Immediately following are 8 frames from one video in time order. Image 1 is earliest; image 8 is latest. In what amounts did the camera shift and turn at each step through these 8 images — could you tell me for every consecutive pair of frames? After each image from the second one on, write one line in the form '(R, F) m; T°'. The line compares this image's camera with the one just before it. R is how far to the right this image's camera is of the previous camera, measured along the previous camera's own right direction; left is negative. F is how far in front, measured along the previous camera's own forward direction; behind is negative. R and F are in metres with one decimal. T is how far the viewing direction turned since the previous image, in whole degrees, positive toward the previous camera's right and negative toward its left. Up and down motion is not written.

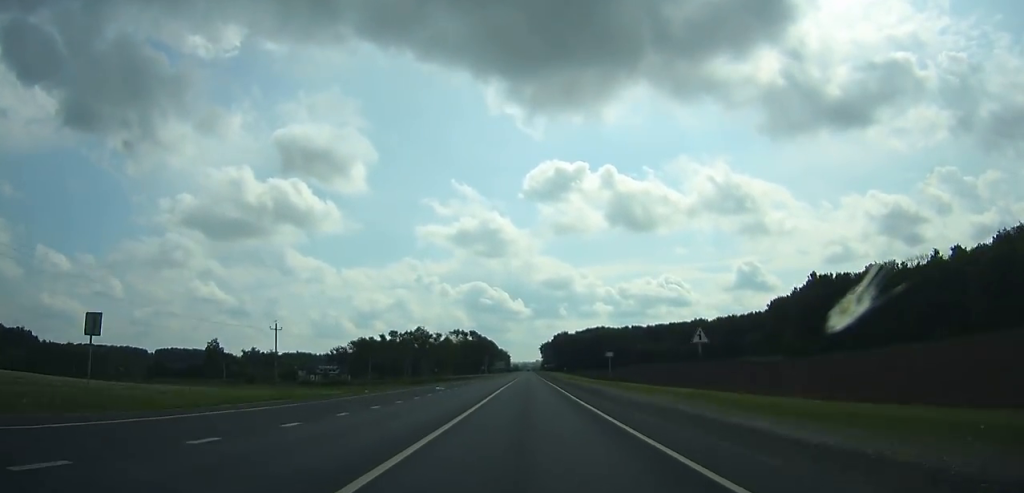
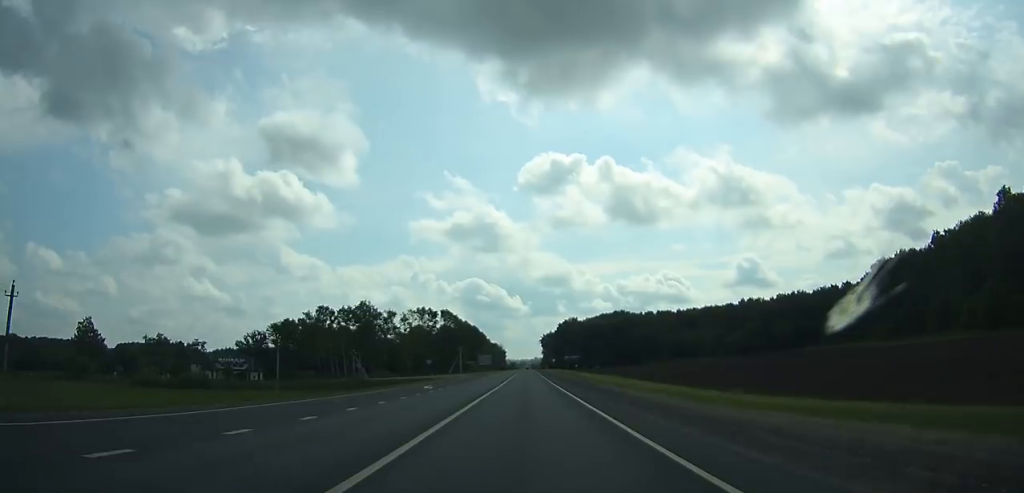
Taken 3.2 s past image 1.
(+0.1, +87.3) m; 0°
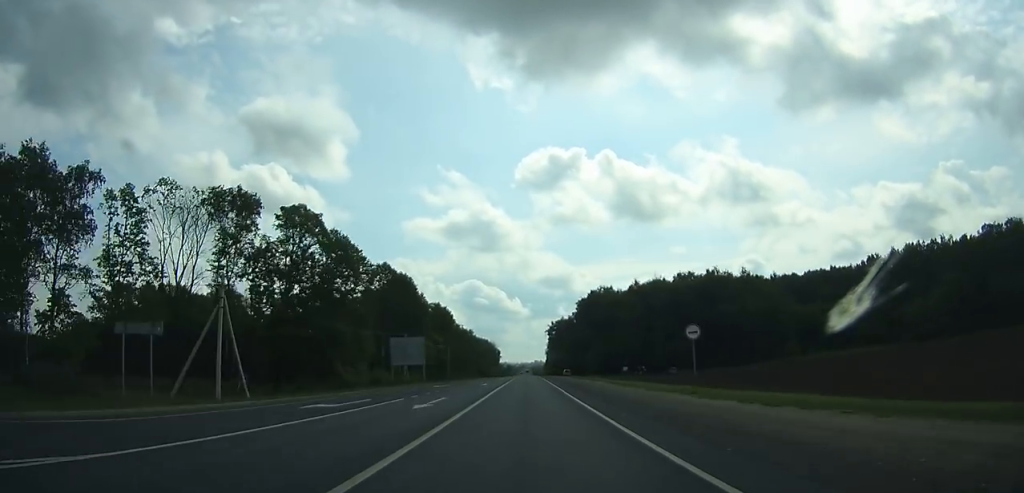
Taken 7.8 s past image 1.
(-0.3, +126.3) m; 0°
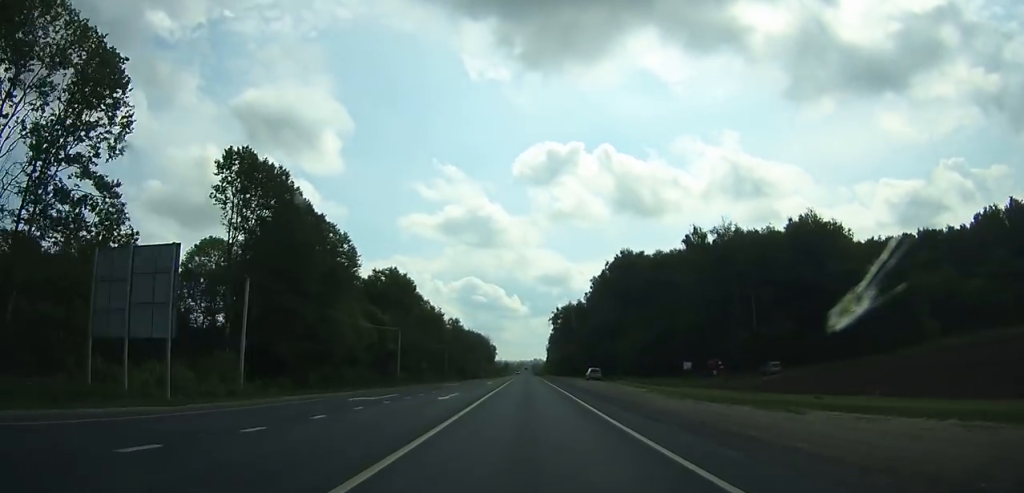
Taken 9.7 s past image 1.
(0.0, +55.0) m; 0°
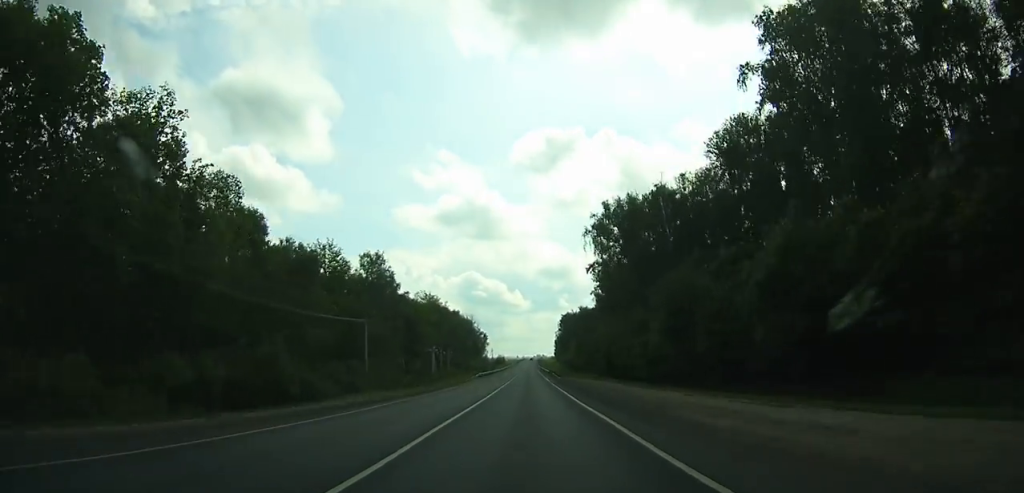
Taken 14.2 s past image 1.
(-0.1, +134.4) m; 0°
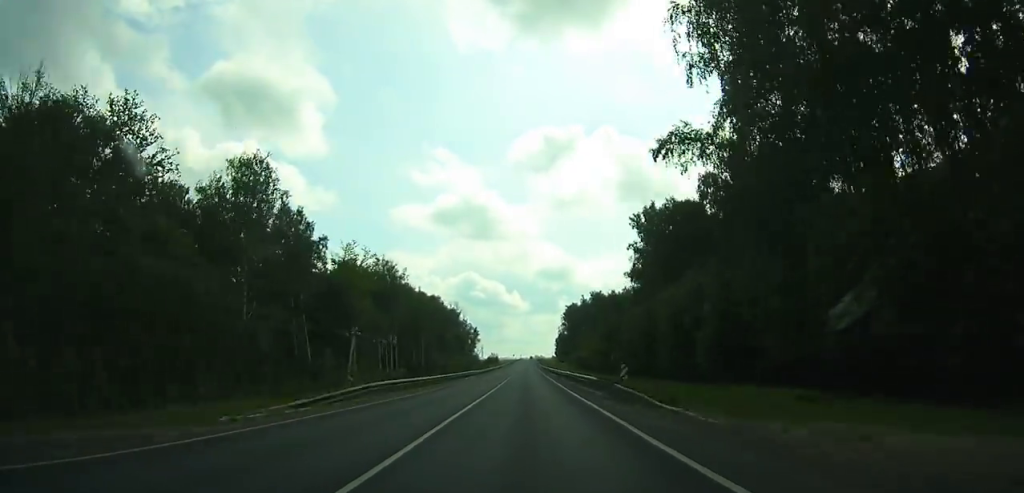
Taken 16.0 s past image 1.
(0.0, +54.7) m; 0°
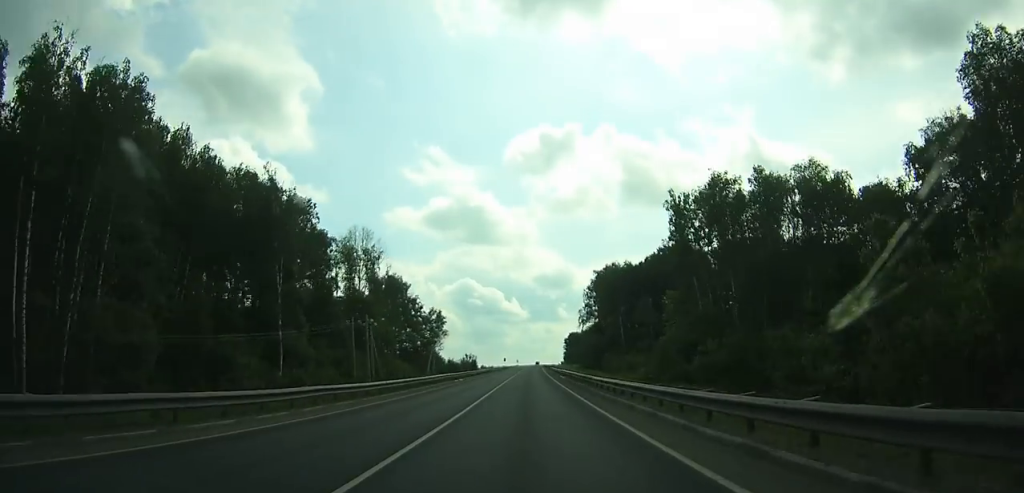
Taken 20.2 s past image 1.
(+0.2, +127.6) m; 0°
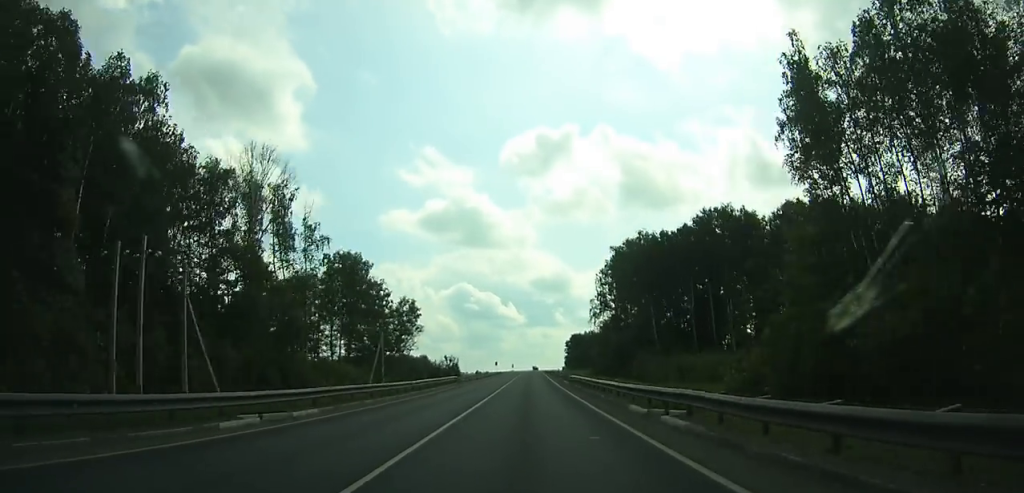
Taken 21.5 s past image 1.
(0.0, +38.6) m; 0°
